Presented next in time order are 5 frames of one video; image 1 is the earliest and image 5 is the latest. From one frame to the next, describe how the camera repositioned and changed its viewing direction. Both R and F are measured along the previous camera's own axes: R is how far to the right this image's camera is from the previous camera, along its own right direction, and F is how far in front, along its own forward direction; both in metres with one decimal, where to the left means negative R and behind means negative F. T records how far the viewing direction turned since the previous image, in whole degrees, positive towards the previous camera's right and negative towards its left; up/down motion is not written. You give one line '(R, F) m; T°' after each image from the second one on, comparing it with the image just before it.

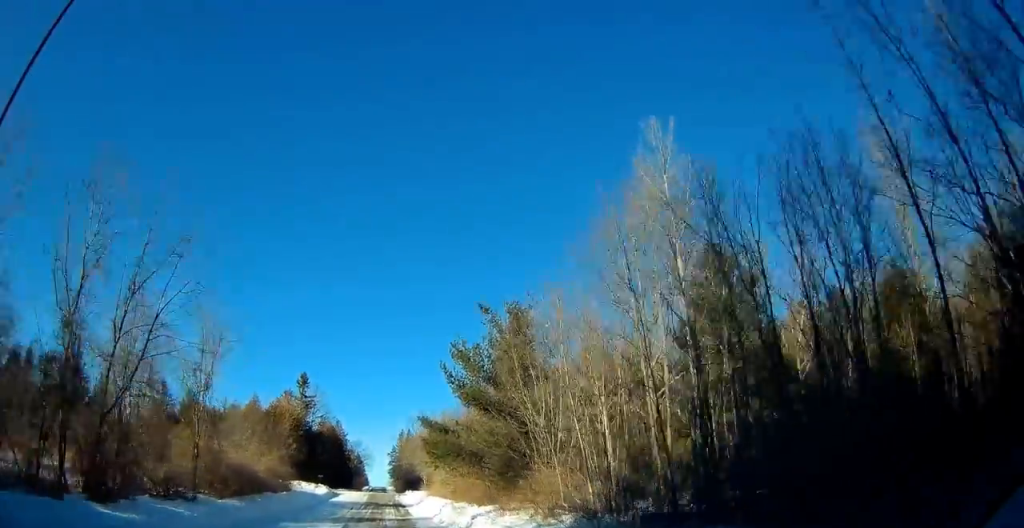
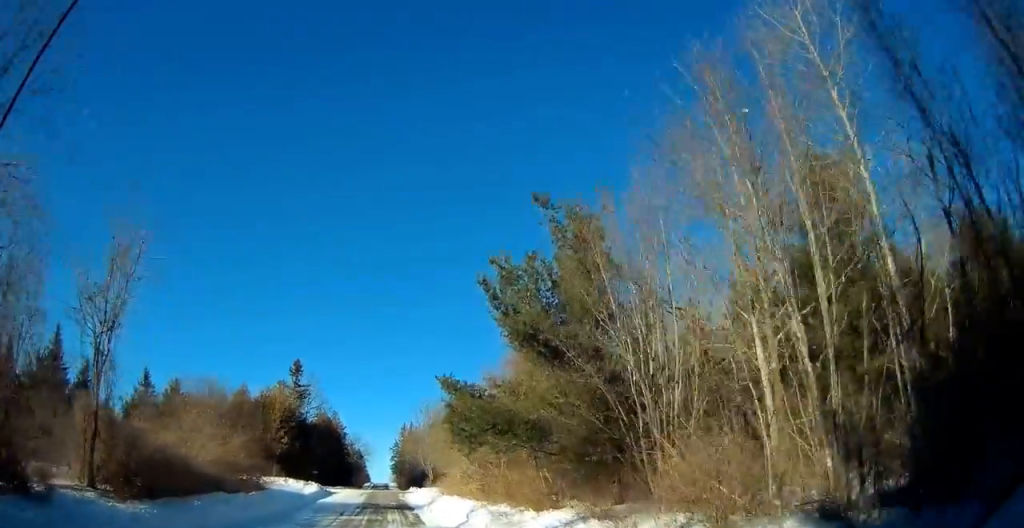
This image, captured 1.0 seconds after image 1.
(+0.6, +9.5) m; 0°
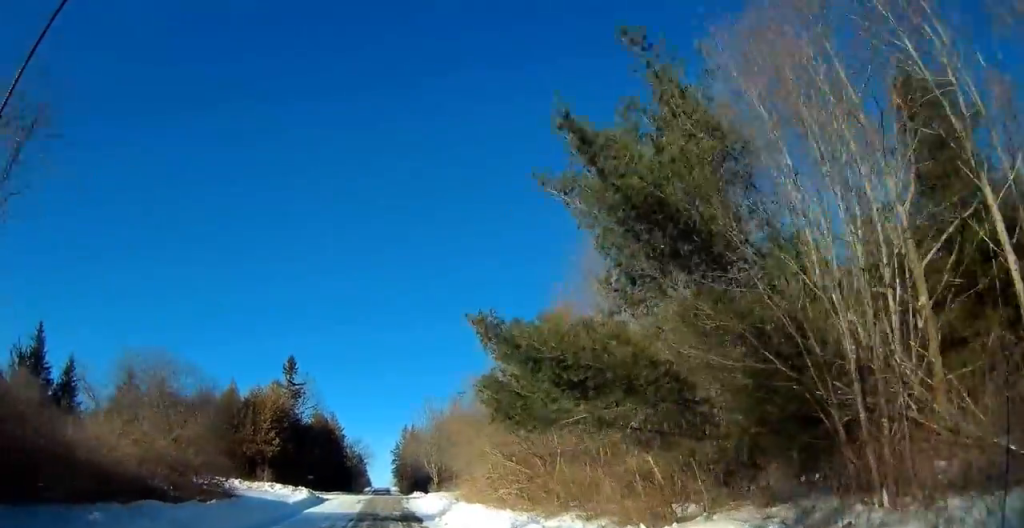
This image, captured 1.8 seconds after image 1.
(-0.5, +7.2) m; 0°
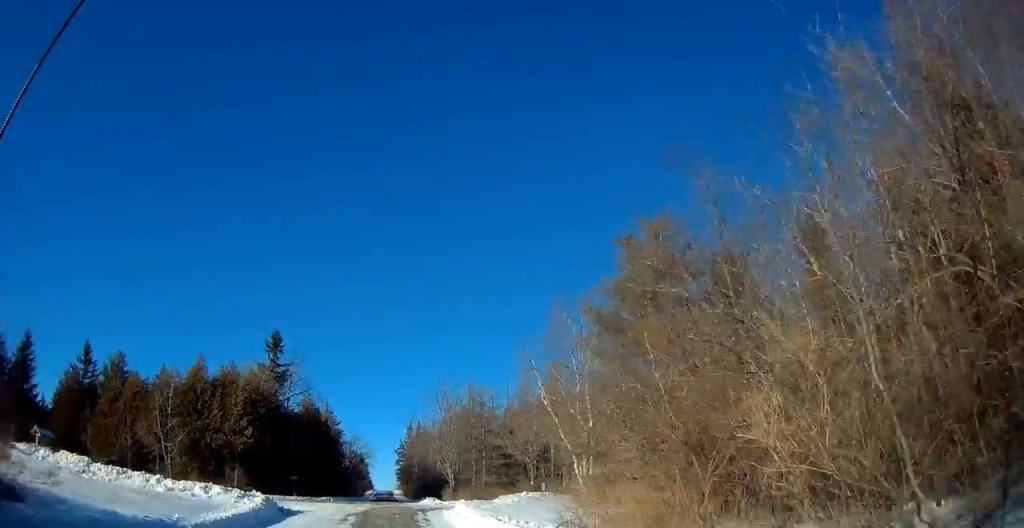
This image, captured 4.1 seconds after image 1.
(+0.3, +18.7) m; -1°
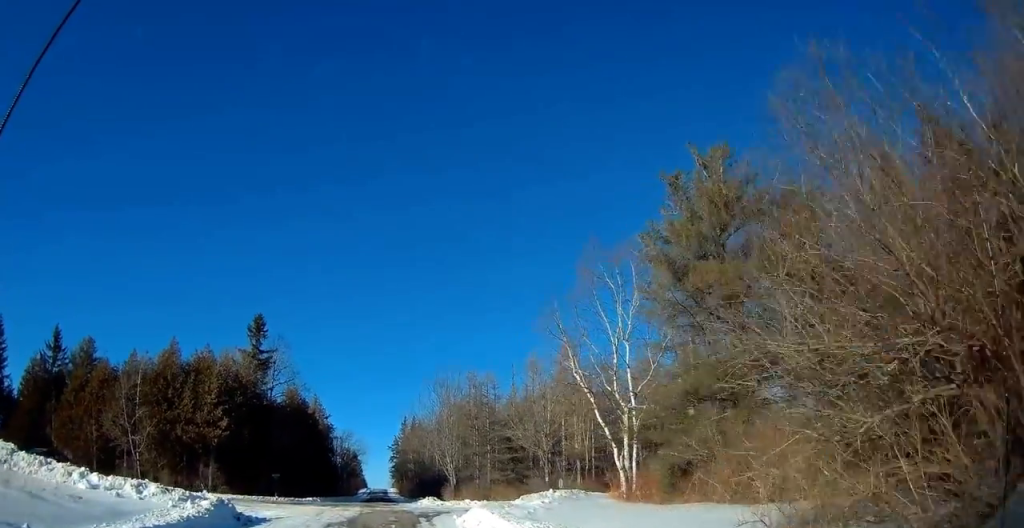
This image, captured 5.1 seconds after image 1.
(+0.1, +7.9) m; 0°
